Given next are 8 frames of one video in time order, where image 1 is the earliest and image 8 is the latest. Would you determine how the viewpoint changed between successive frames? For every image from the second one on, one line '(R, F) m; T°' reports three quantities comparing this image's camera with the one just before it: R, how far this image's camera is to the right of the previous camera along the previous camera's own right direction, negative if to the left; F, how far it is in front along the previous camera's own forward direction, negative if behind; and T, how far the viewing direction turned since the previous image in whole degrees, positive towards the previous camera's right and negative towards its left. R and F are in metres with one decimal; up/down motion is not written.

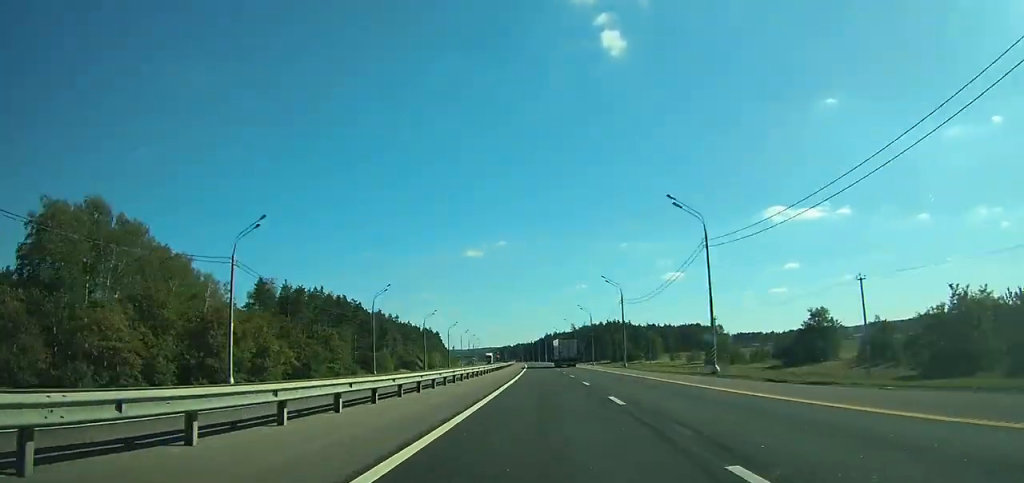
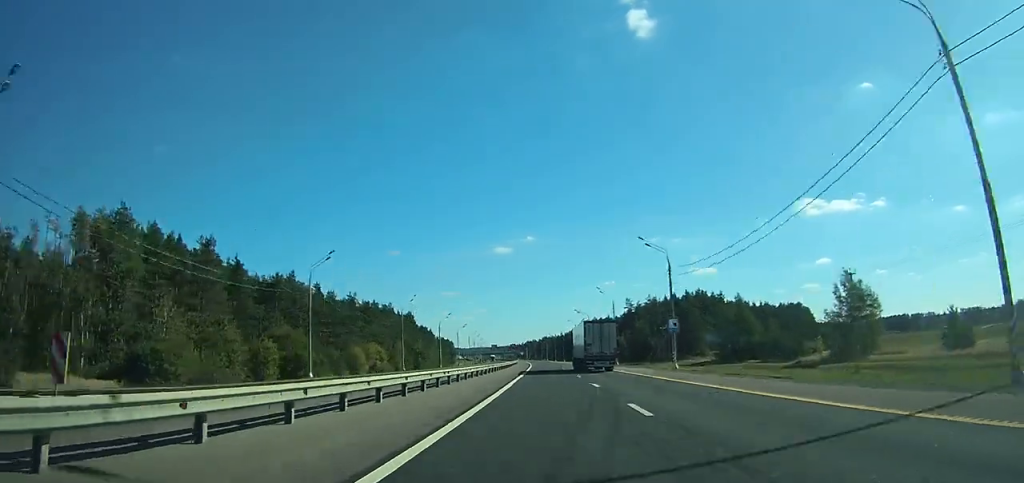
(-3.0, +136.0) m; -3°
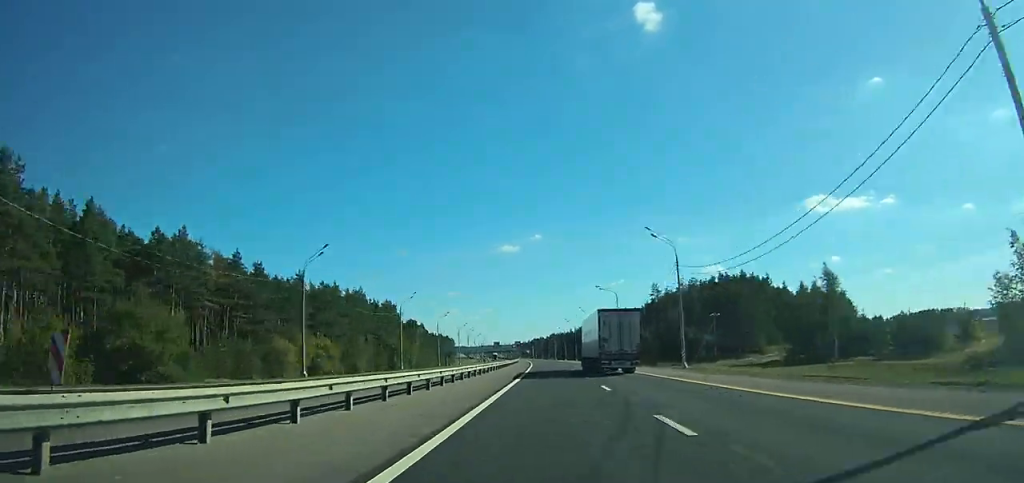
(-0.3, +40.1) m; -1°
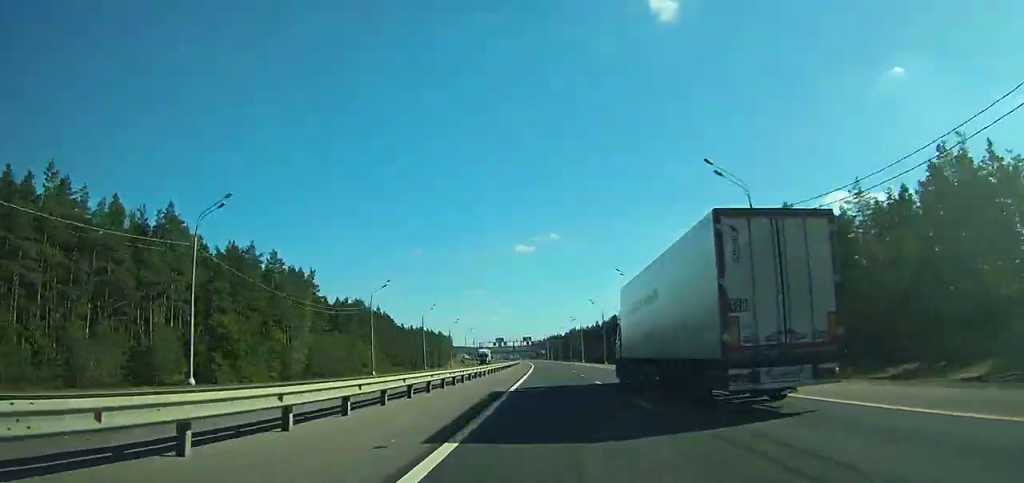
(-1.1, +92.7) m; -2°
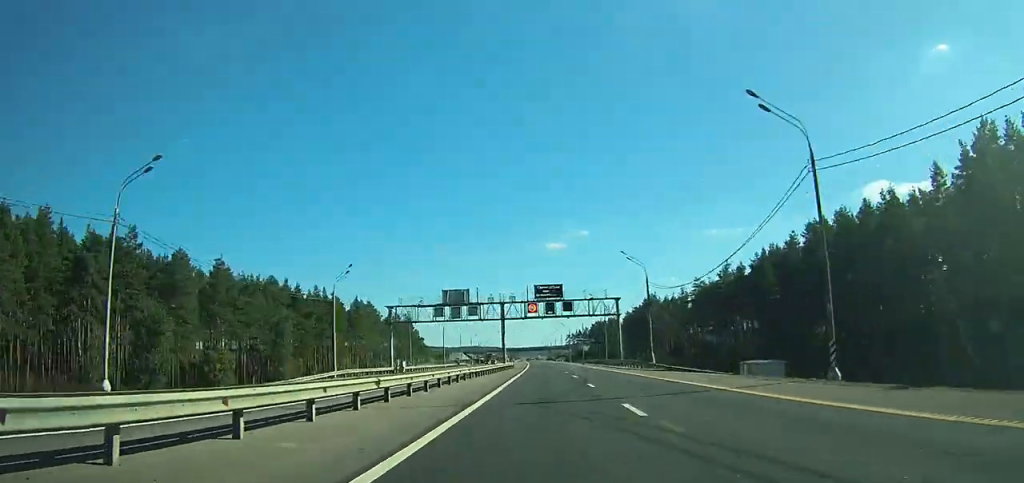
(-6.3, +189.3) m; -4°
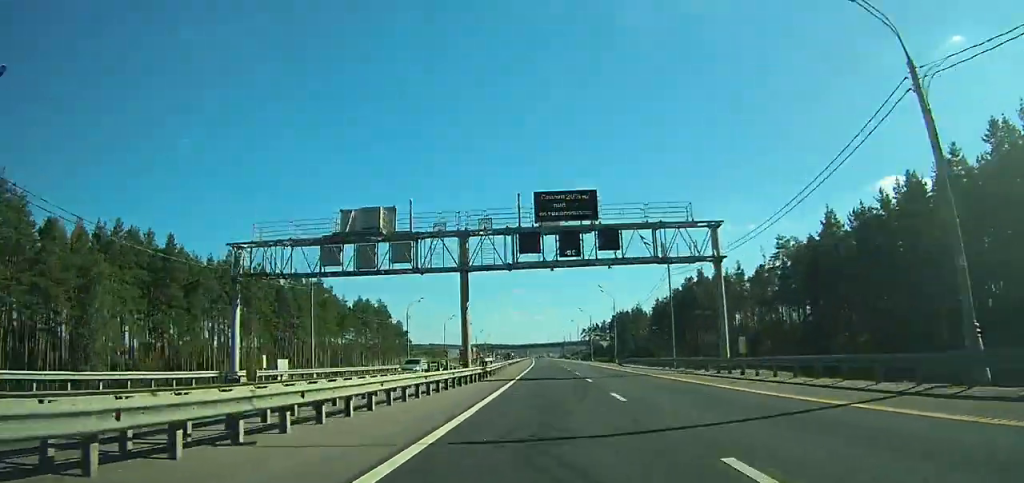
(-0.5, +43.2) m; -1°
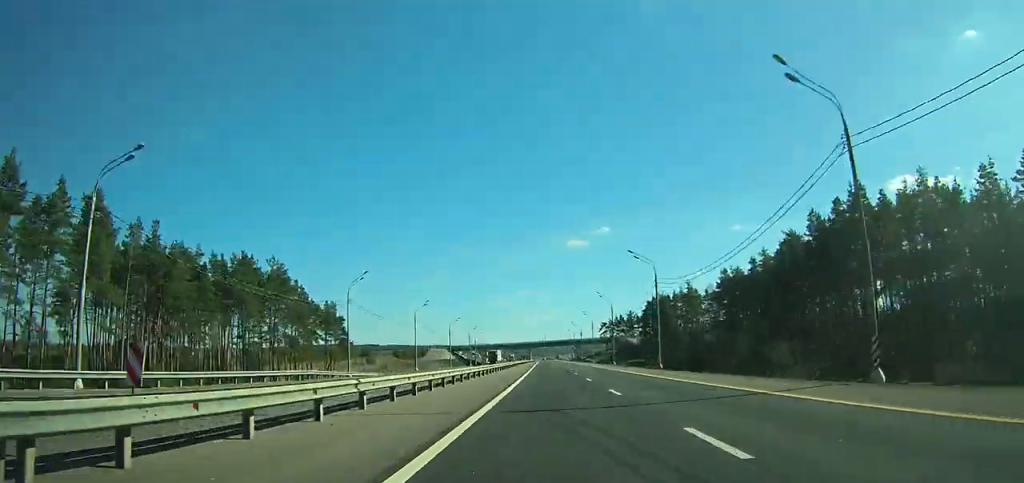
(-0.8, +69.9) m; -1°
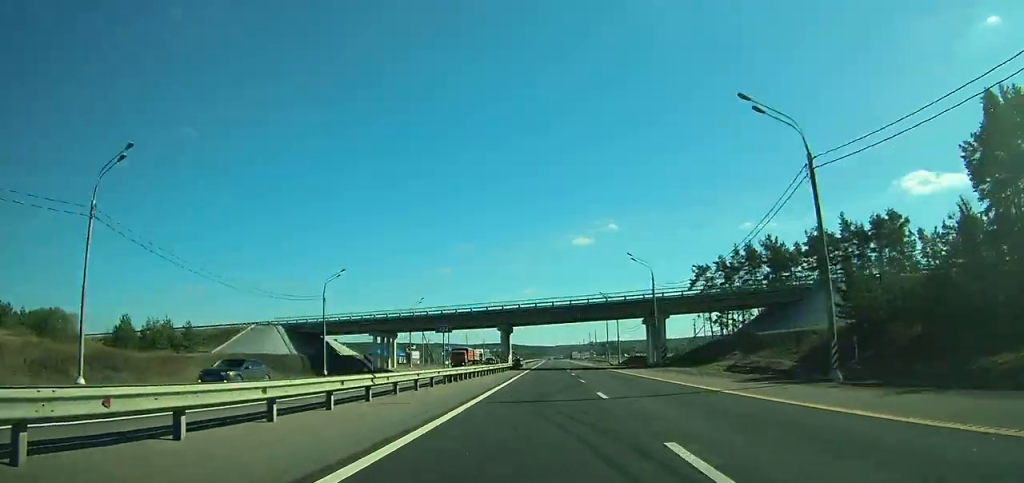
(-1.1, +148.3) m; -1°
